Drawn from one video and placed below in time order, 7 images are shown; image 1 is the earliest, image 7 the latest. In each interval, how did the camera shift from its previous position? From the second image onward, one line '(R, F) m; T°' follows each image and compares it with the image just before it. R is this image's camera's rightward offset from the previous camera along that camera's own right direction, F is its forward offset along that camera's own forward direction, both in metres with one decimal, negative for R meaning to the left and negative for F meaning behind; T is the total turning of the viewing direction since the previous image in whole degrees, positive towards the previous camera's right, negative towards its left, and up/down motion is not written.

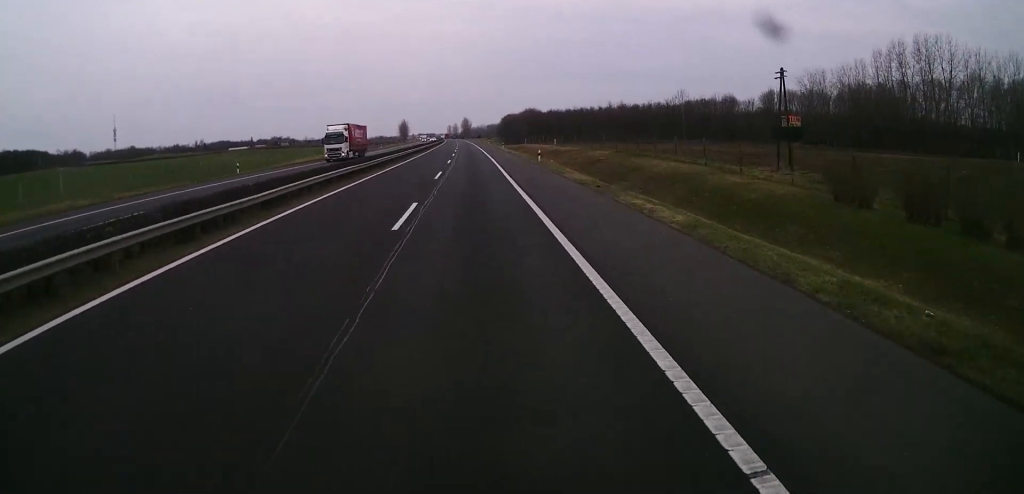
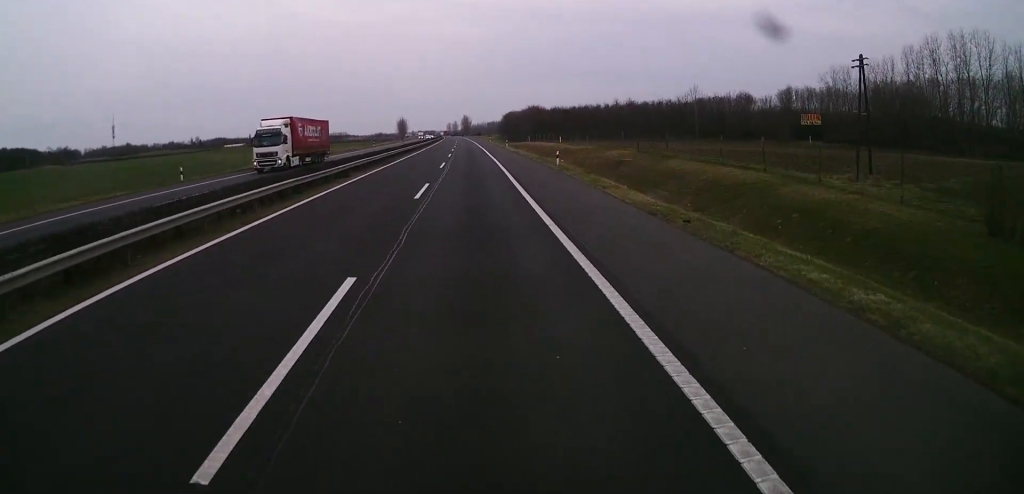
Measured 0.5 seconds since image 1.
(+0.2, +11.6) m; +1°
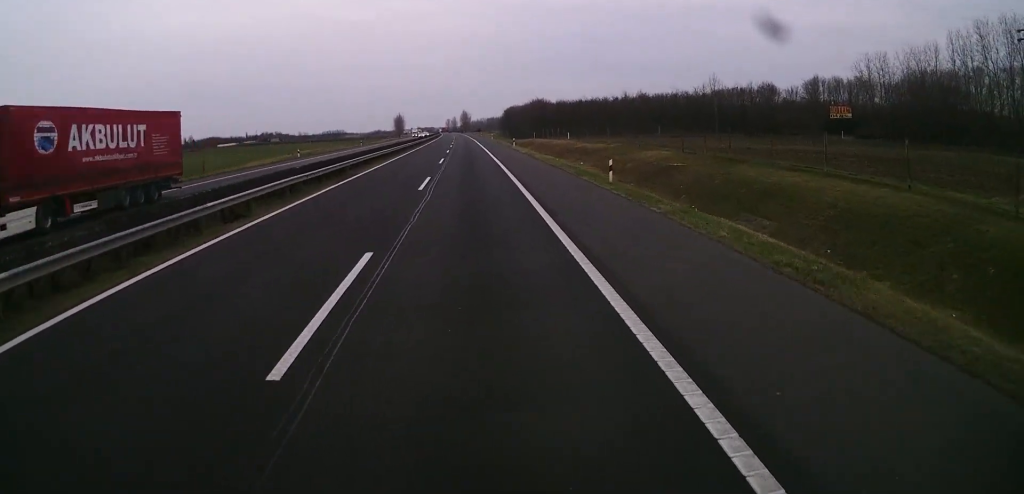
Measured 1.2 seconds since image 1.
(+0.2, +16.2) m; 0°
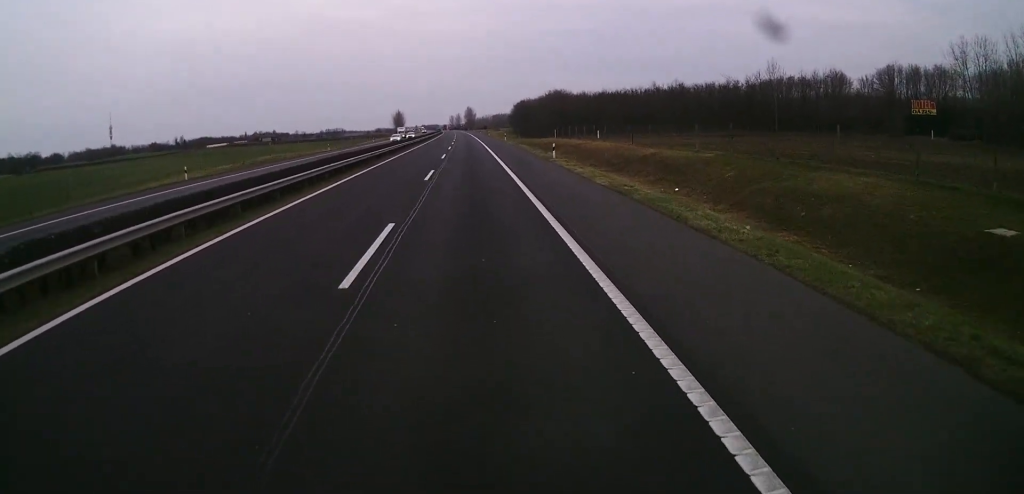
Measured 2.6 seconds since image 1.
(-0.4, +33.0) m; -1°
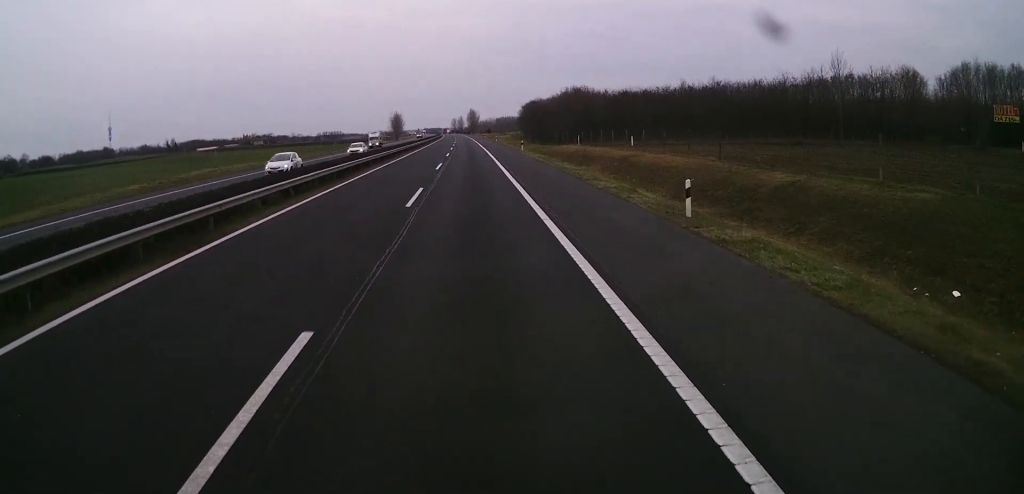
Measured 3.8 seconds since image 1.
(0.0, +26.1) m; 0°
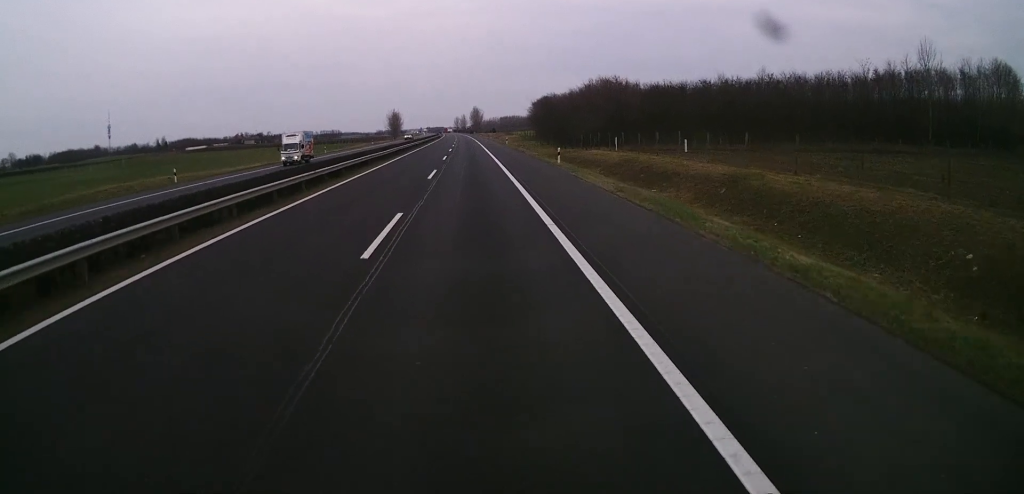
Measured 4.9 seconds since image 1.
(+0.1, +26.1) m; 0°
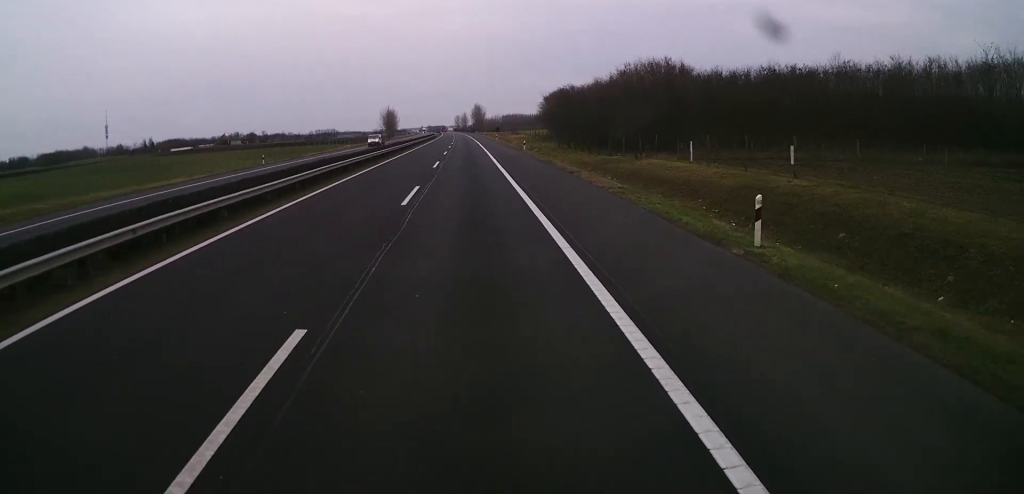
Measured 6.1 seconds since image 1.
(-0.3, +28.4) m; -1°
